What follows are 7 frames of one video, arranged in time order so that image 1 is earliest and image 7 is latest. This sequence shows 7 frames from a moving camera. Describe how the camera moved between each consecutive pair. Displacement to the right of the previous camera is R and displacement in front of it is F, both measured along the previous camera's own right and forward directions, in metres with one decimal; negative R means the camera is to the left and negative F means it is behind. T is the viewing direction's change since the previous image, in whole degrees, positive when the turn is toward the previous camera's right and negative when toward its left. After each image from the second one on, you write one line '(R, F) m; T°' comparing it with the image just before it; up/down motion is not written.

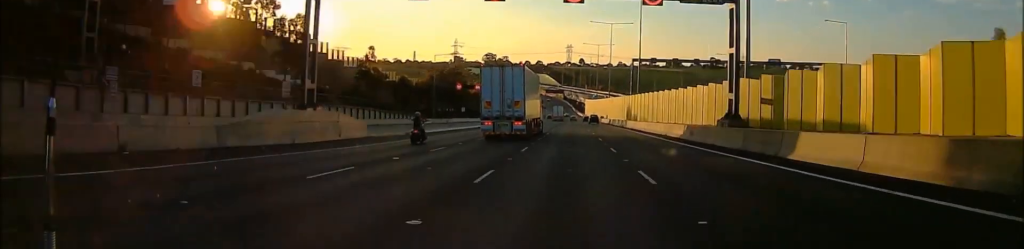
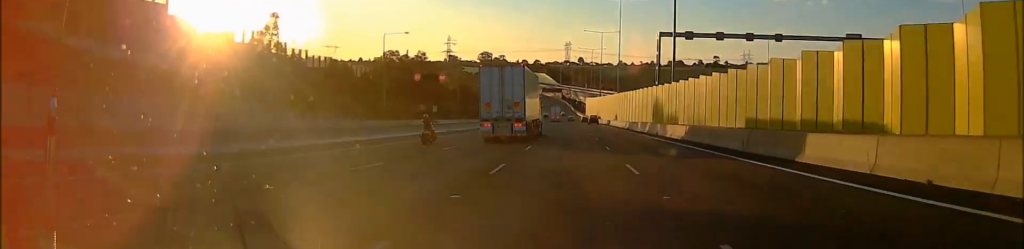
(+0.5, +32.6) m; +2°
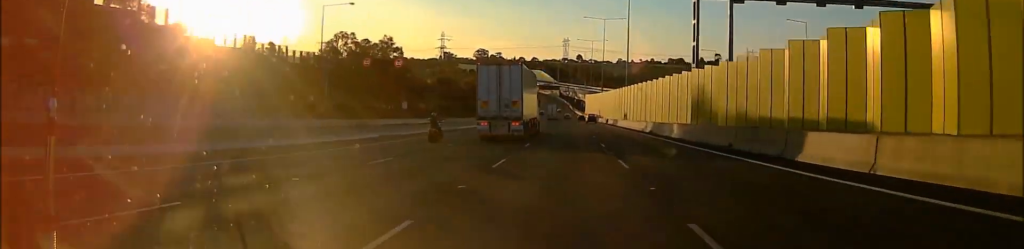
(+0.3, +22.4) m; +1°
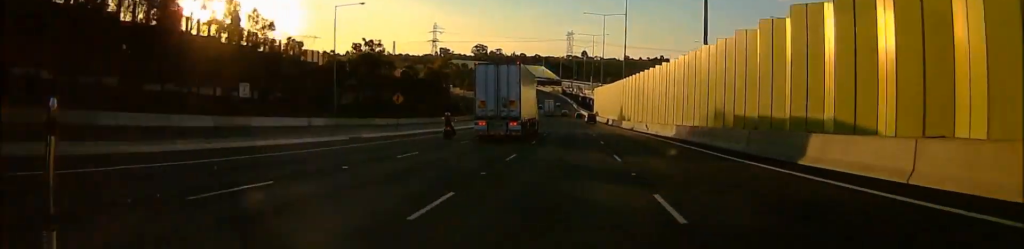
(-0.2, +56.0) m; 0°
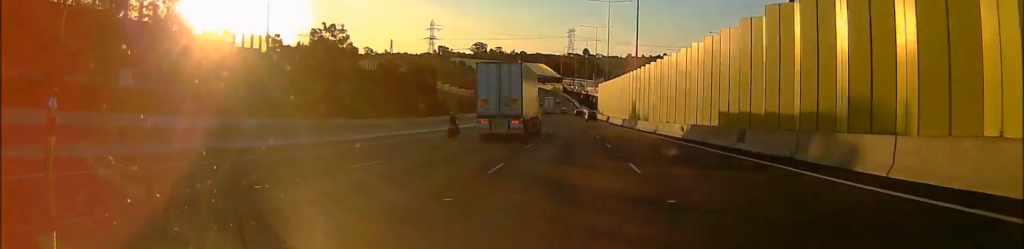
(0.0, +17.3) m; 0°
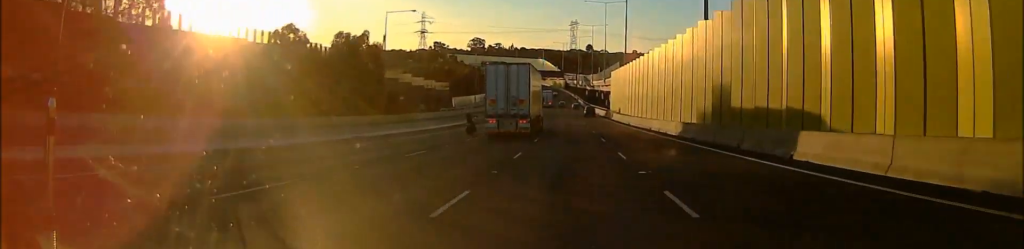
(+0.1, +42.4) m; -1°
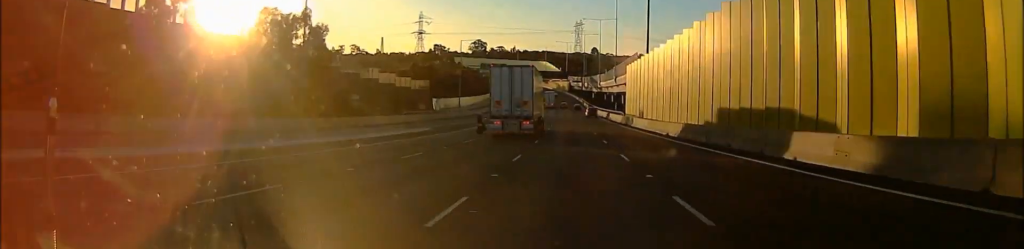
(-0.2, +24.5) m; -1°
